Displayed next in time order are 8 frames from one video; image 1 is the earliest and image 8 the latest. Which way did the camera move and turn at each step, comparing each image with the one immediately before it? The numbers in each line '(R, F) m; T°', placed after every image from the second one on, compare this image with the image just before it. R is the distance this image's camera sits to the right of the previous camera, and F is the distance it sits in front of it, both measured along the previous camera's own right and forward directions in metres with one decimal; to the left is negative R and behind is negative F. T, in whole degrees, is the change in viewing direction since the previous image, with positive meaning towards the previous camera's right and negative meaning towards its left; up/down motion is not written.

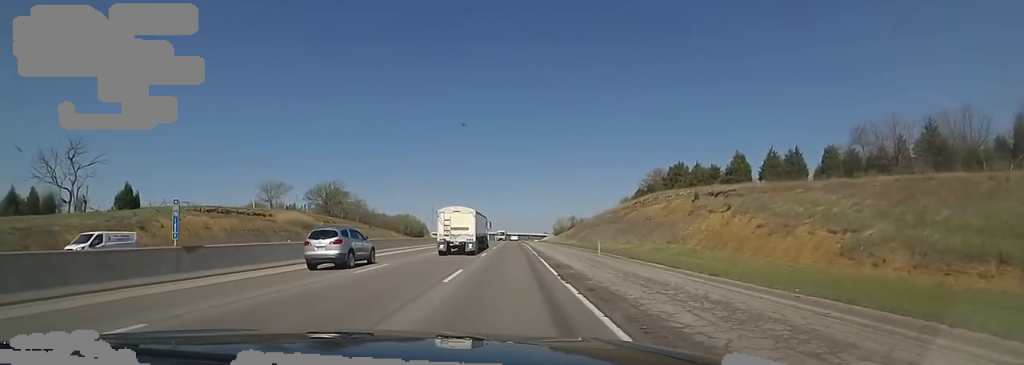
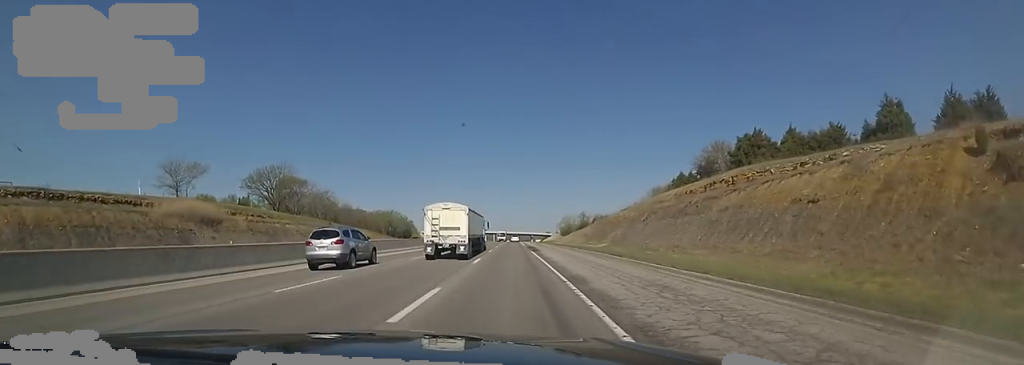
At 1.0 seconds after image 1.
(+0.3, +36.9) m; -1°
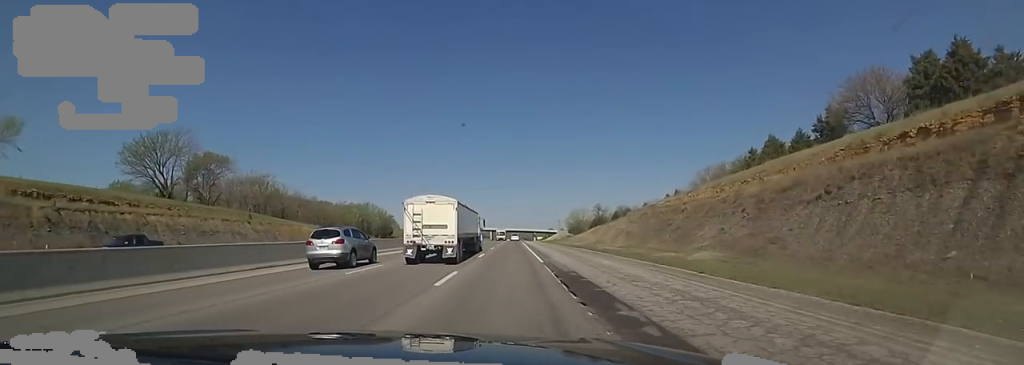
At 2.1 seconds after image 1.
(-1.1, +40.5) m; -1°
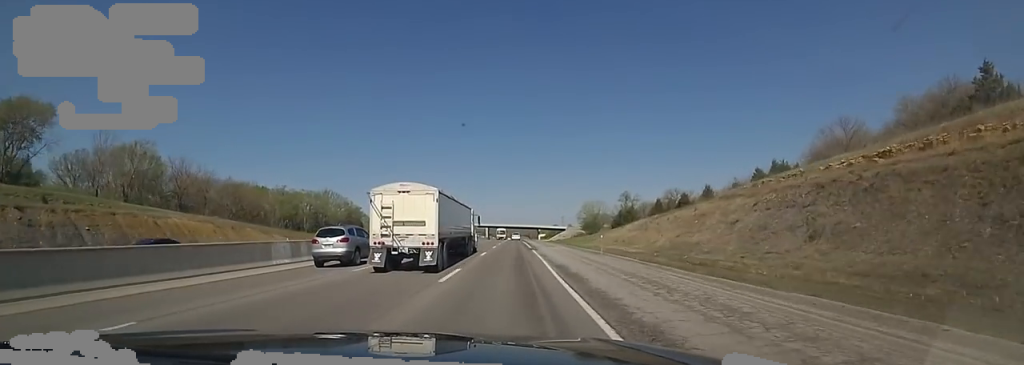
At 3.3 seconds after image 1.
(-0.1, +44.9) m; 0°
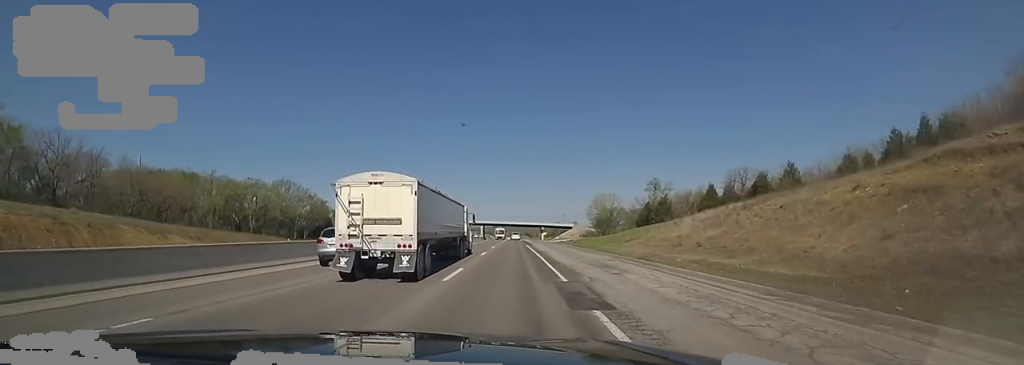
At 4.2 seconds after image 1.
(+0.3, +31.1) m; +1°
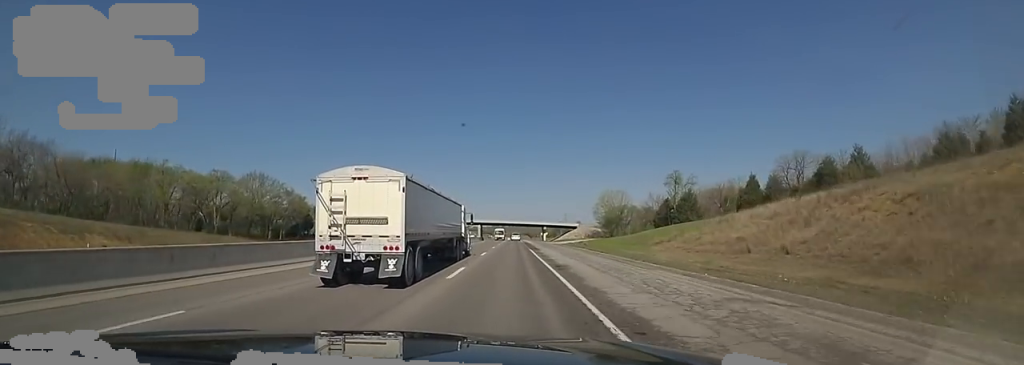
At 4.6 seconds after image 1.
(+0.2, +14.2) m; 0°
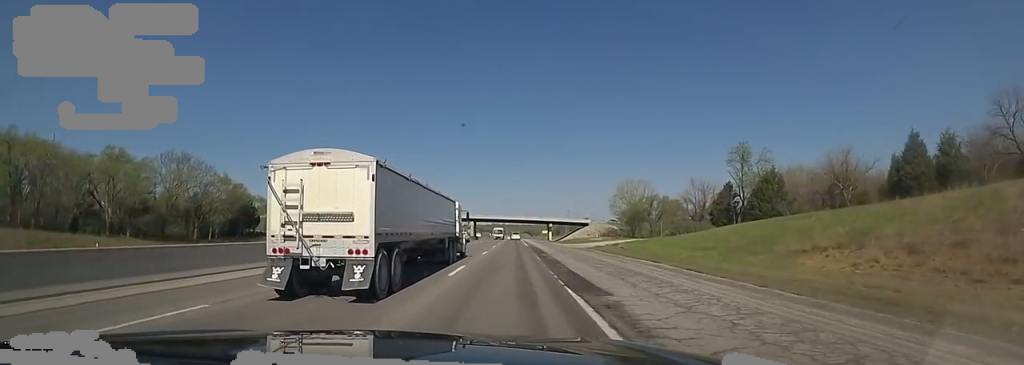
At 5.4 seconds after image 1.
(-0.3, +29.6) m; 0°
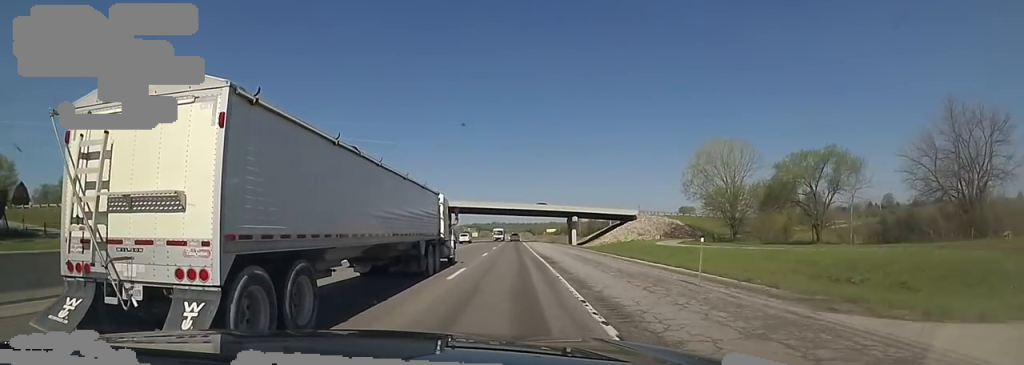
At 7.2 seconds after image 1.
(-0.2, +62.1) m; 0°
